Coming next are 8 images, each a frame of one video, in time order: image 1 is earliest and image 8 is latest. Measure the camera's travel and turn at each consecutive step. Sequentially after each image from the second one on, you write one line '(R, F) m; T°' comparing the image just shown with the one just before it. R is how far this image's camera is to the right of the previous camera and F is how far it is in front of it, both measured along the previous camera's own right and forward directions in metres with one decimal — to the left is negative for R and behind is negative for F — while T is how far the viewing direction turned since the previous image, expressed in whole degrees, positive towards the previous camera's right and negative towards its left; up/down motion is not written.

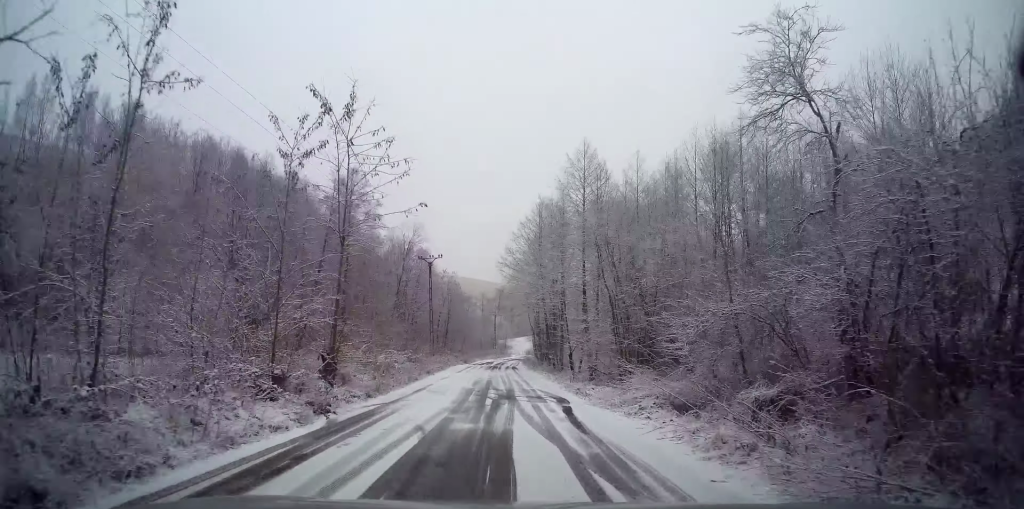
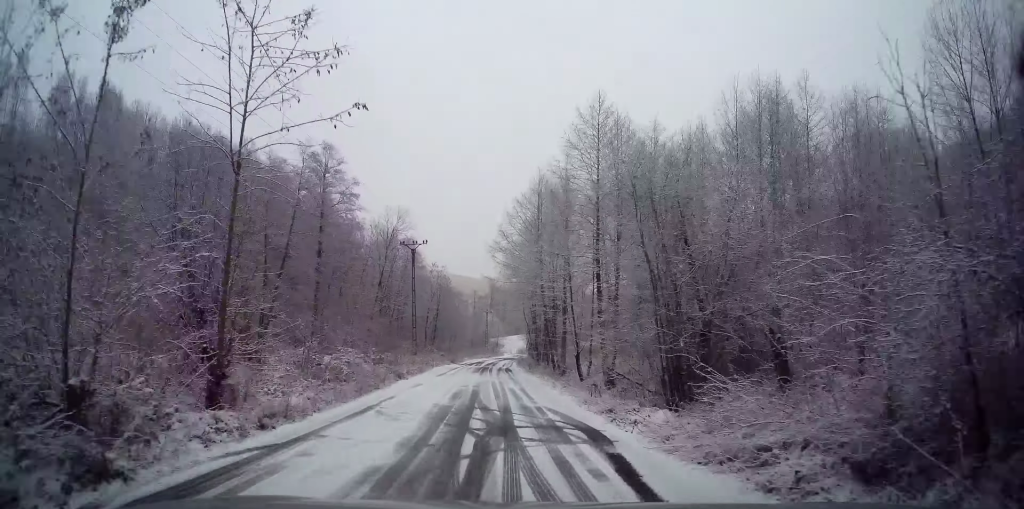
(0.0, +5.8) m; 0°
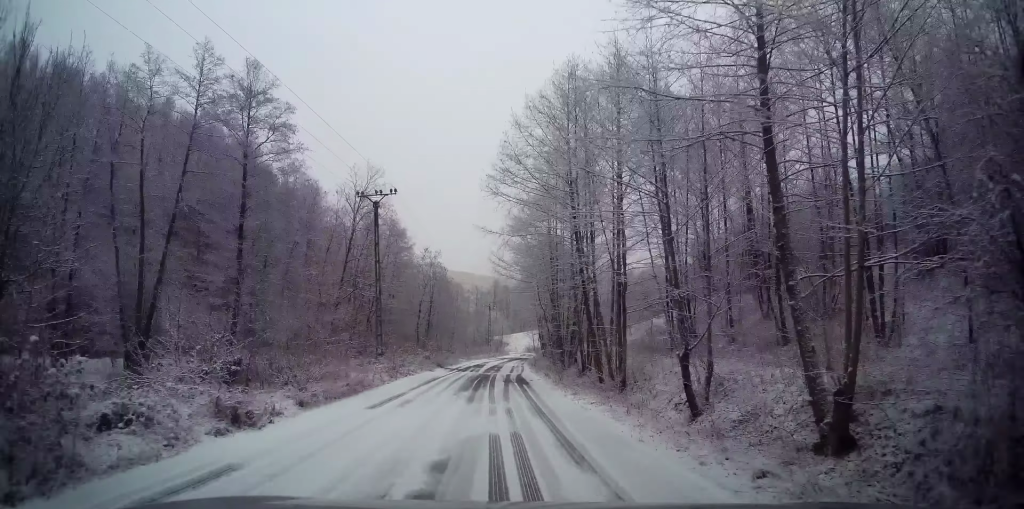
(0.0, +14.6) m; 0°
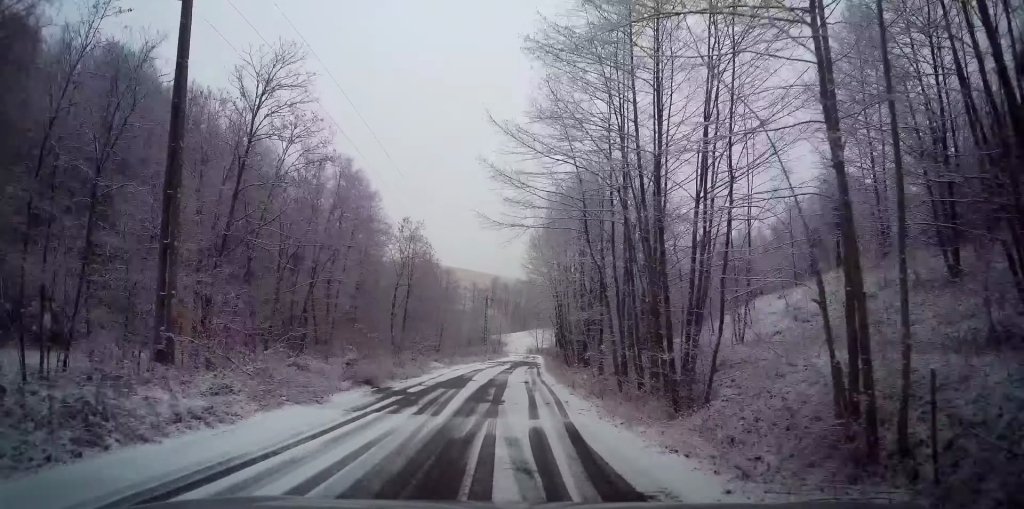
(0.0, +20.1) m; 0°
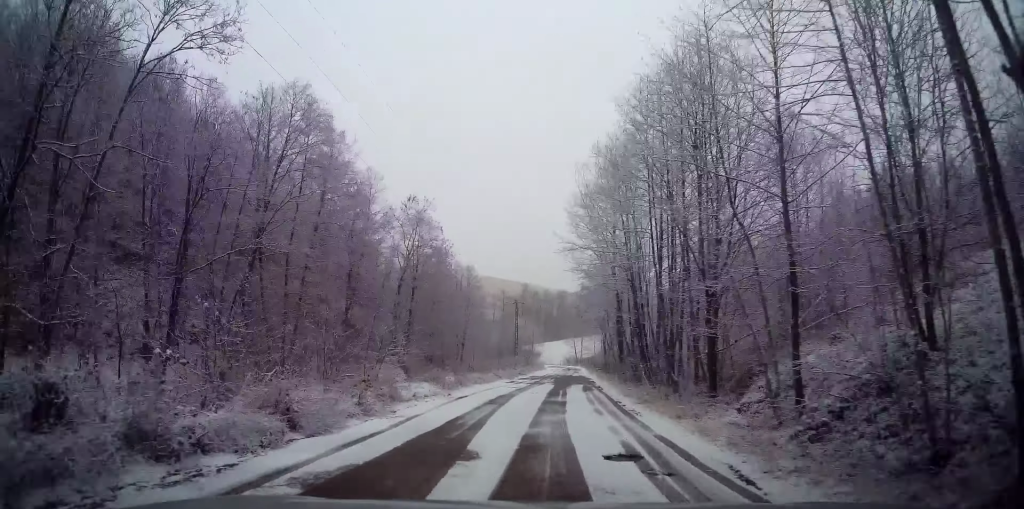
(0.0, +14.2) m; 0°
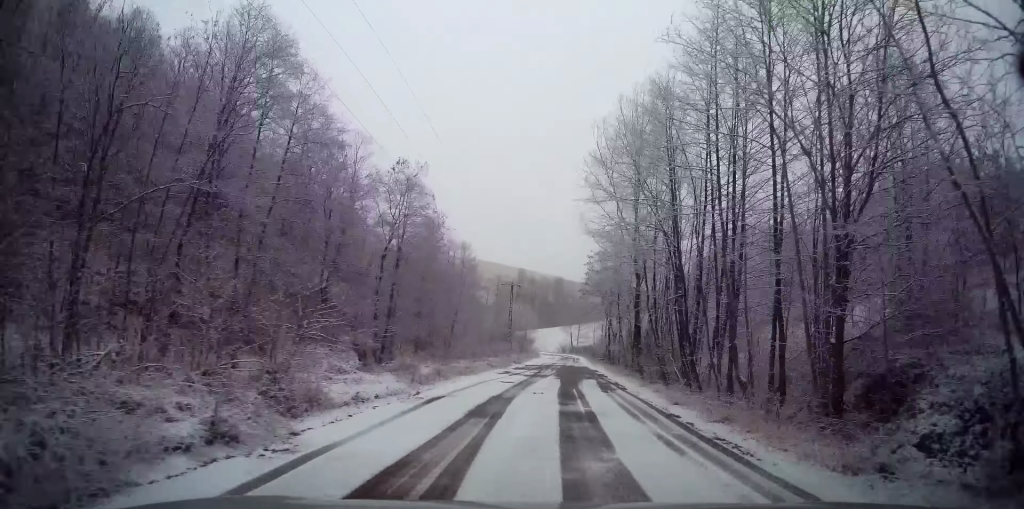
(0.0, +5.8) m; 0°
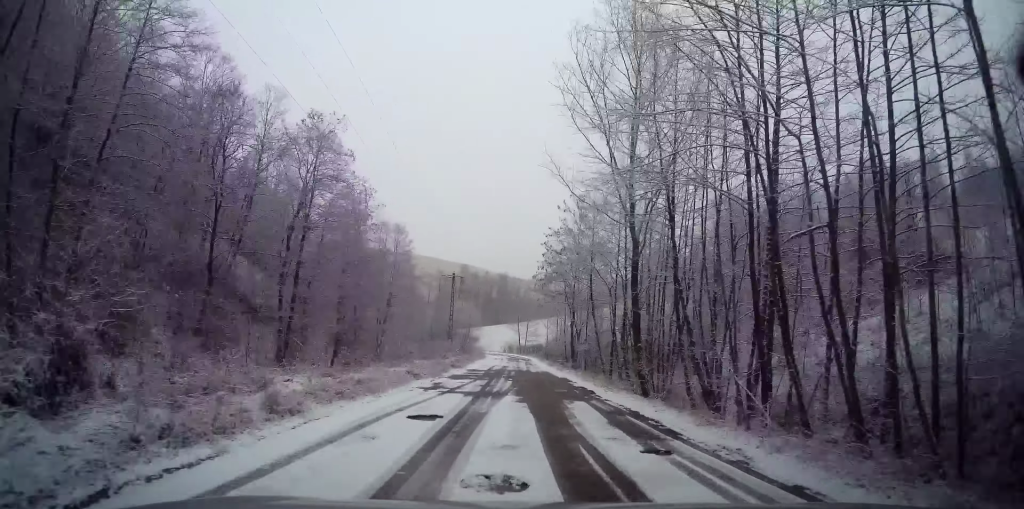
(0.0, +9.5) m; +2°
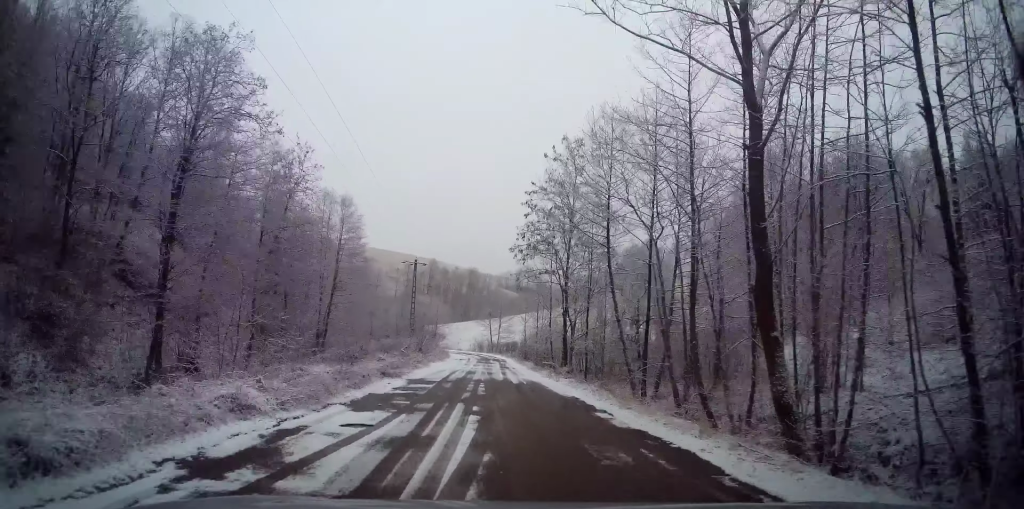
(+0.3, +11.1) m; +2°
